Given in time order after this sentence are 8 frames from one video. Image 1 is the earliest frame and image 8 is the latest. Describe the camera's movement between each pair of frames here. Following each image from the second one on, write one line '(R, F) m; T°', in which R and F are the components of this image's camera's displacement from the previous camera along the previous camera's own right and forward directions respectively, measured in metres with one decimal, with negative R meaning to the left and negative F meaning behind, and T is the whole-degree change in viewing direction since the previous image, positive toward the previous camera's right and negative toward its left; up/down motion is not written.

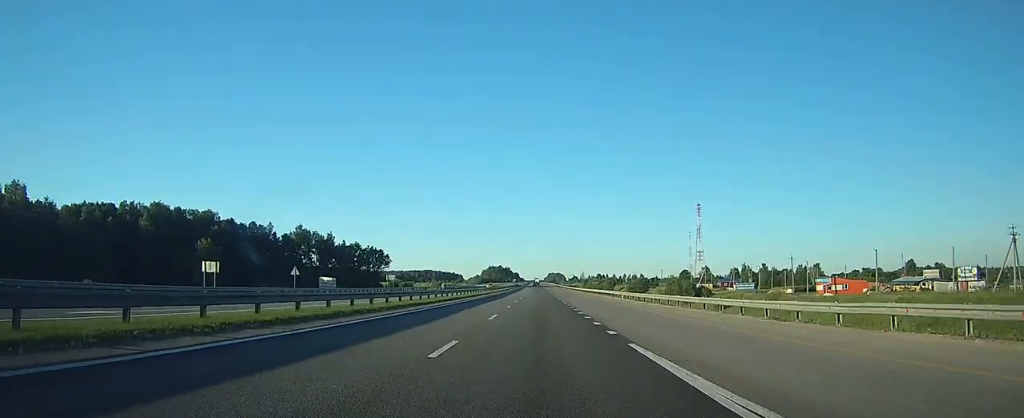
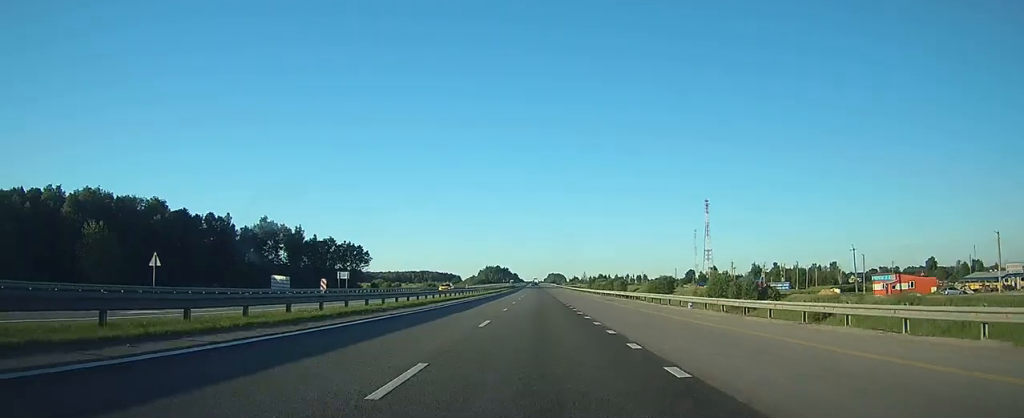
(0.0, +27.9) m; 0°
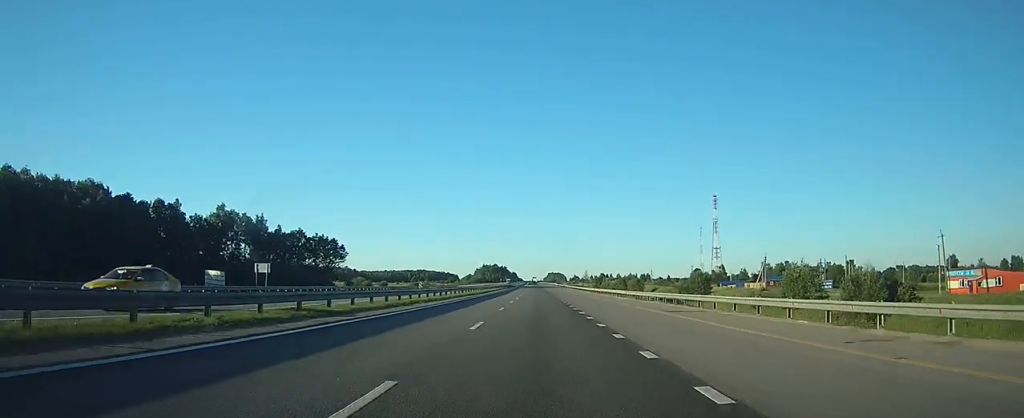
(0.0, +26.1) m; 0°
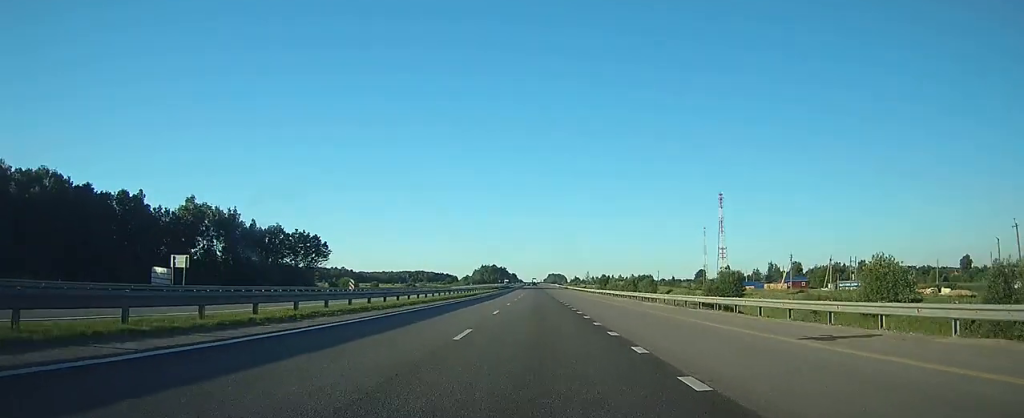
(0.0, +15.3) m; 0°
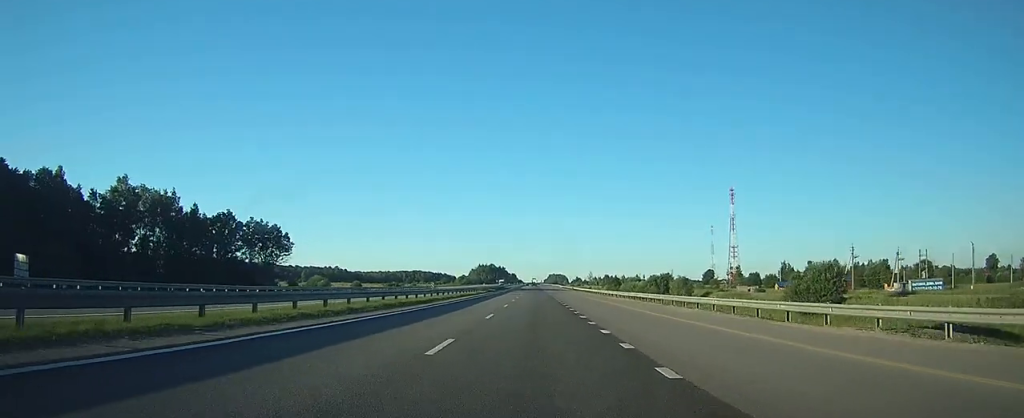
(0.0, +27.0) m; 0°
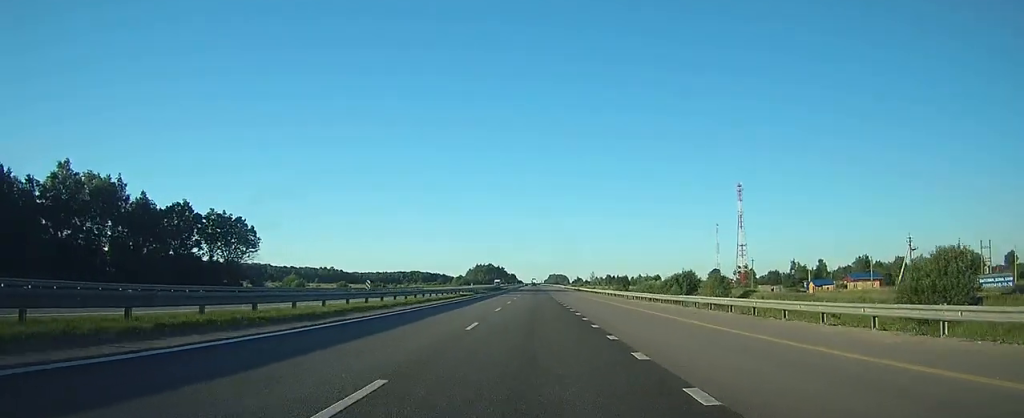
(0.0, +18.0) m; 0°
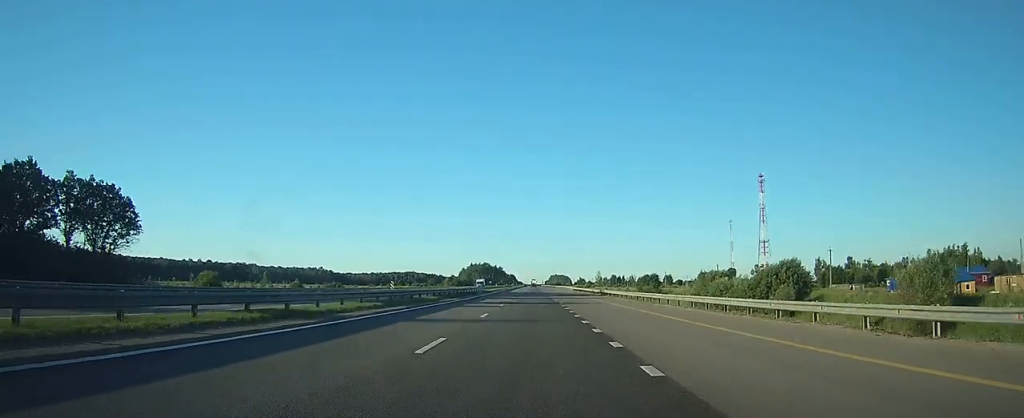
(-0.1, +42.1) m; 0°
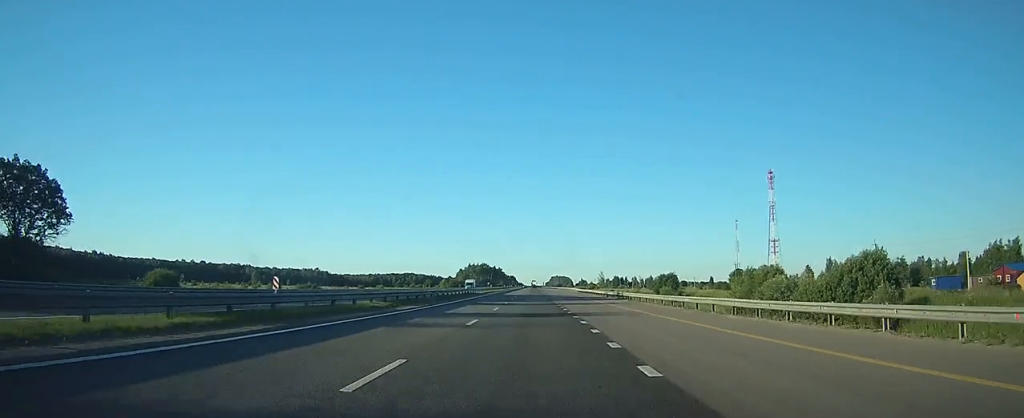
(0.0, +16.1) m; 0°
